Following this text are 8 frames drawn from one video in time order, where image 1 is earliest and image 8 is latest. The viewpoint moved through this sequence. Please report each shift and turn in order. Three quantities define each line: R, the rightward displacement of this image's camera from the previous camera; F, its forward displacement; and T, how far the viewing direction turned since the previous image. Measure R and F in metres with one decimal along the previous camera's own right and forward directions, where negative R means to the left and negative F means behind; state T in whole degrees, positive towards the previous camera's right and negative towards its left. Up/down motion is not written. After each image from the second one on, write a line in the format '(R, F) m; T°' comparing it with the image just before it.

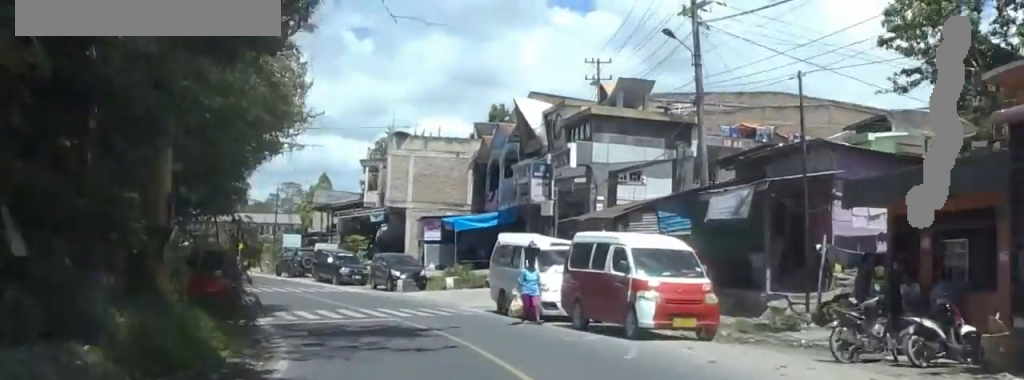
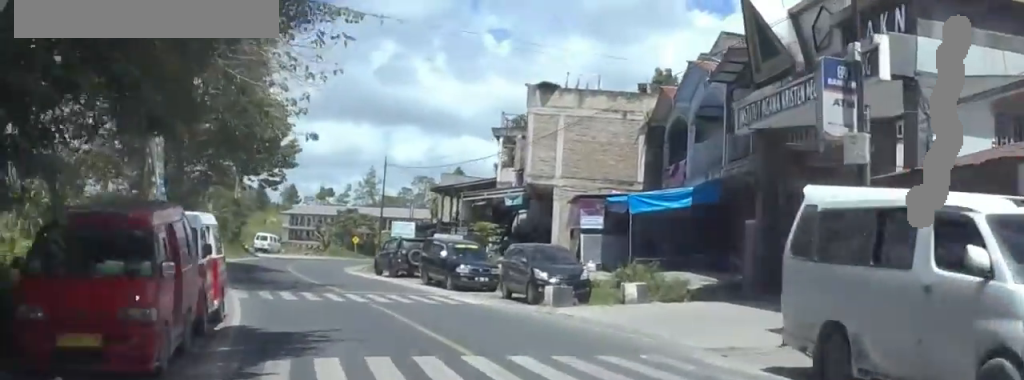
(-1.1, +15.7) m; -7°
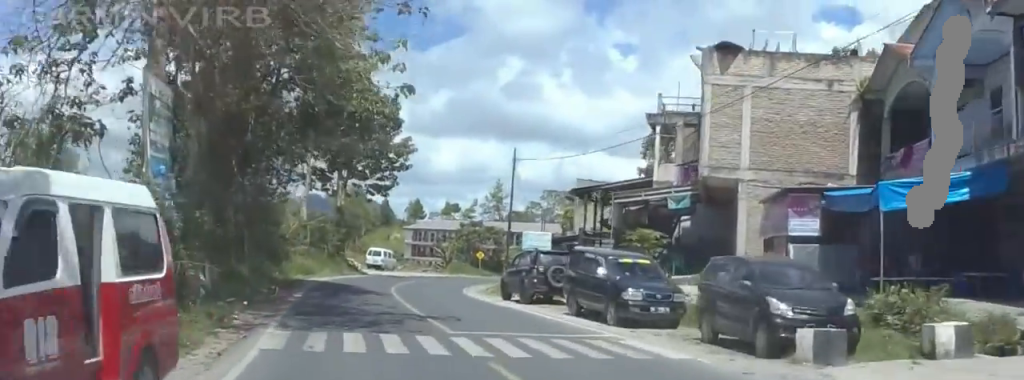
(+0.2, +10.6) m; -7°
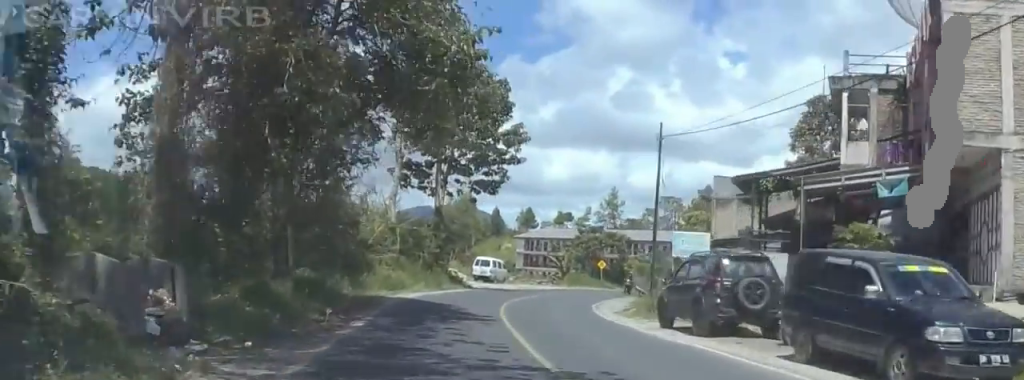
(-1.4, +9.8) m; -7°
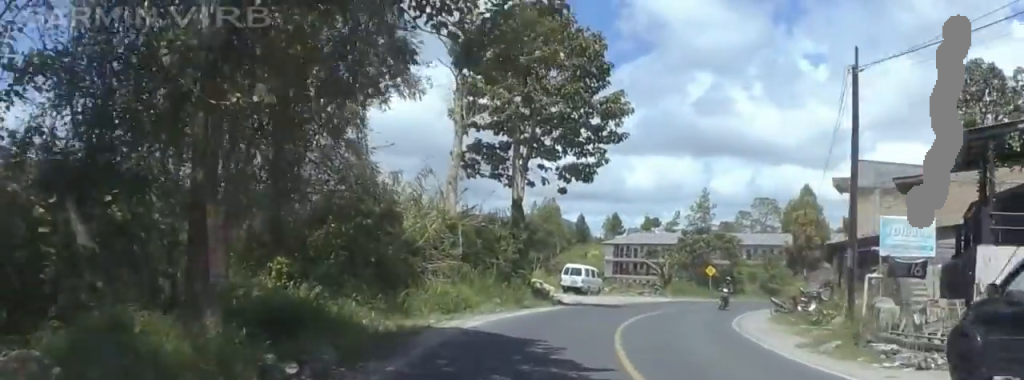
(-0.8, +11.1) m; -1°
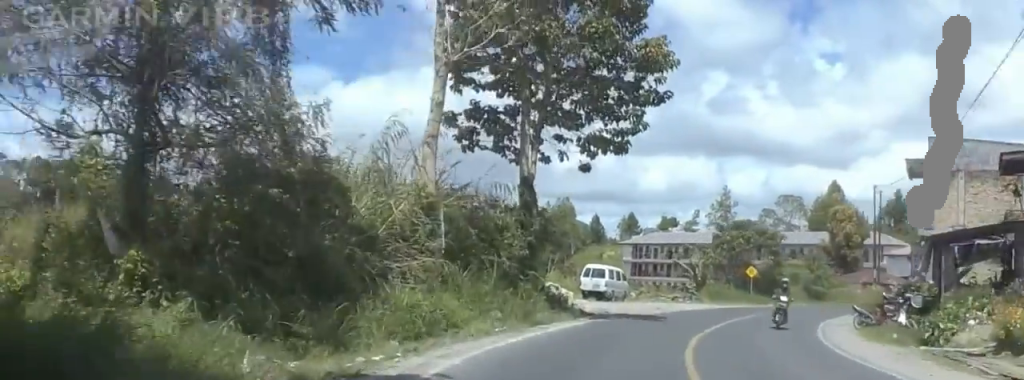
(-0.4, +8.8) m; +4°
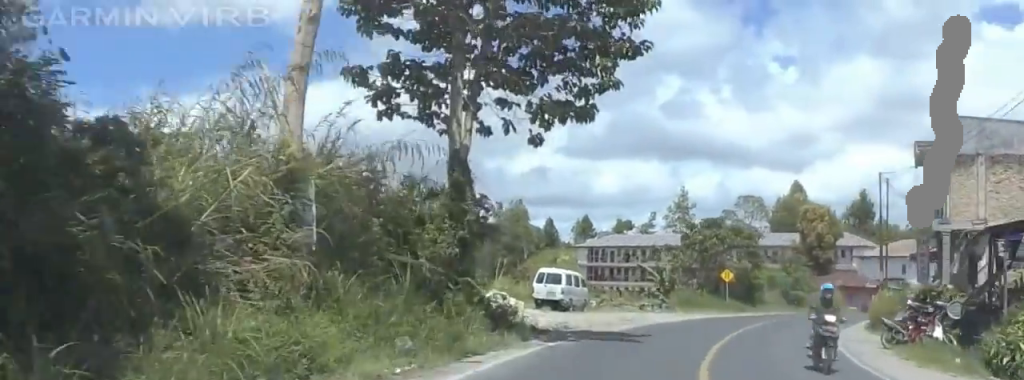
(+0.7, +7.1) m; +3°
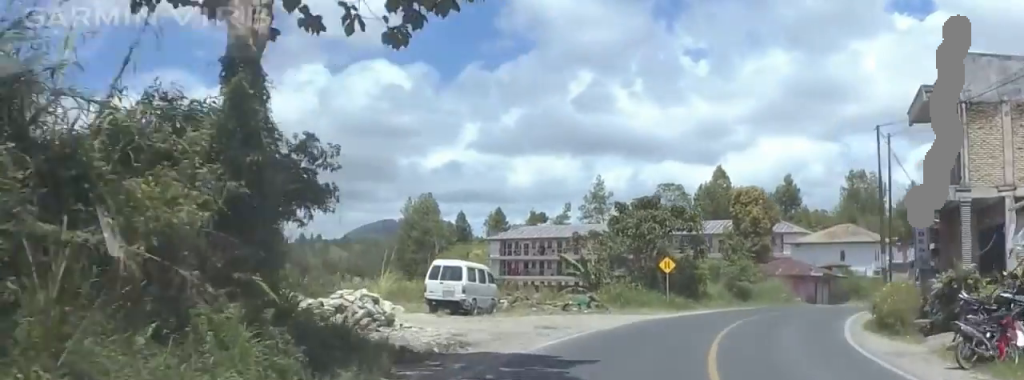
(+0.7, +9.6) m; +4°
